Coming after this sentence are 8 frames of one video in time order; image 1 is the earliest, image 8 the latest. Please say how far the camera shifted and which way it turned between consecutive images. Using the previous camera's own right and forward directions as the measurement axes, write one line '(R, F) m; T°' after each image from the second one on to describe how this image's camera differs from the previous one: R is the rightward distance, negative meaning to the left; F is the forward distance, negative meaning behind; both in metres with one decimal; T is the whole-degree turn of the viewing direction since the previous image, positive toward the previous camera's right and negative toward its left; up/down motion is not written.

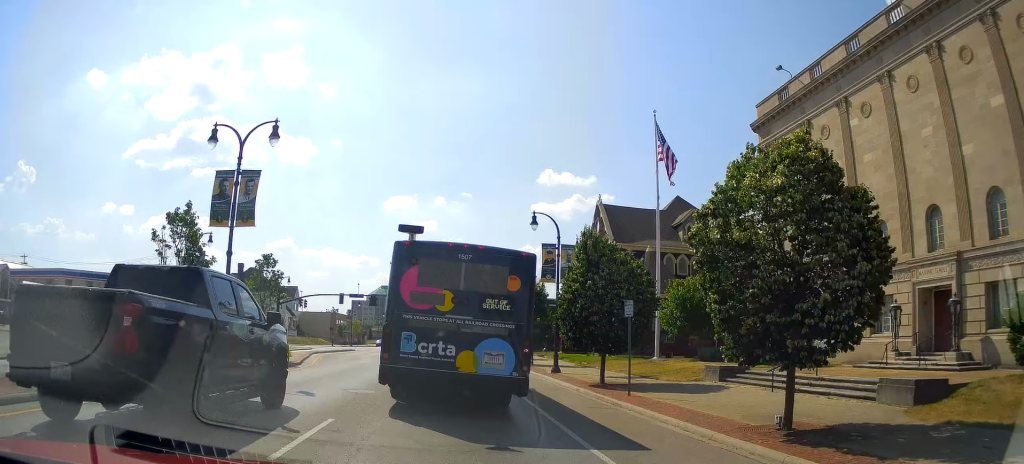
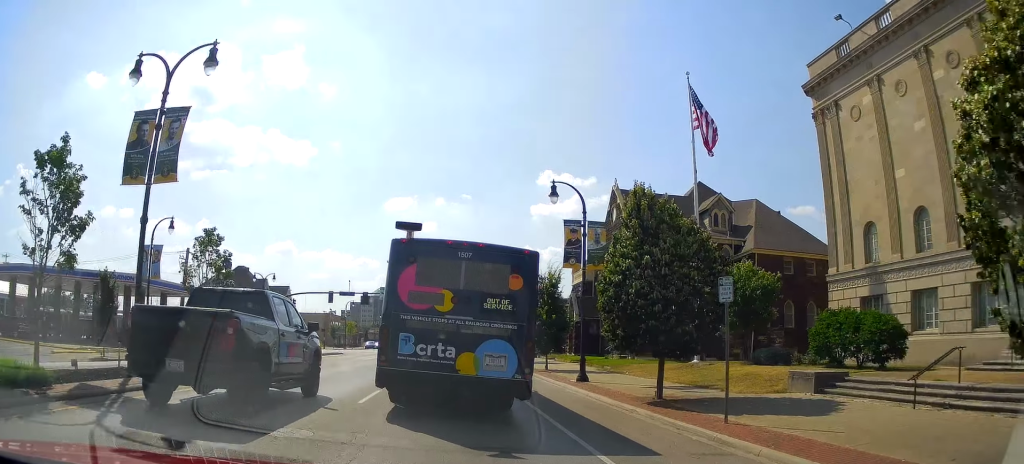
(+0.3, +6.6) m; +2°
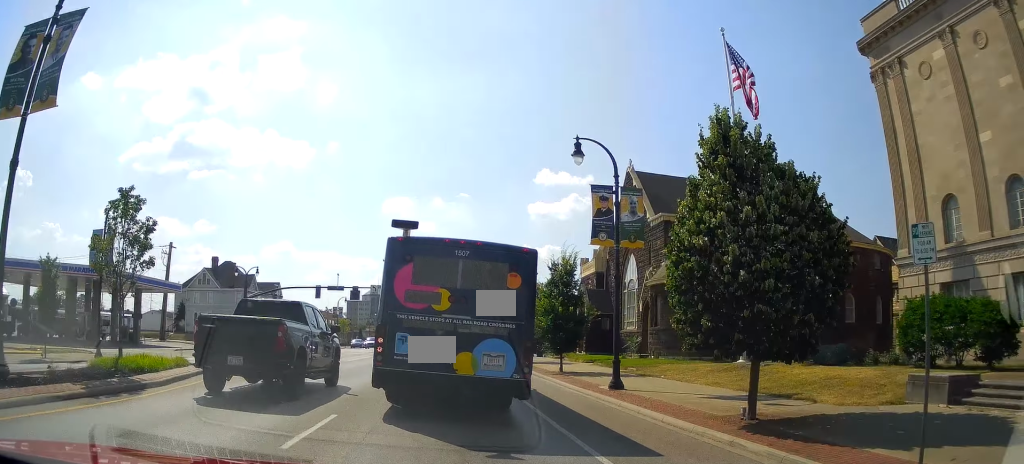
(0.0, +5.7) m; -1°
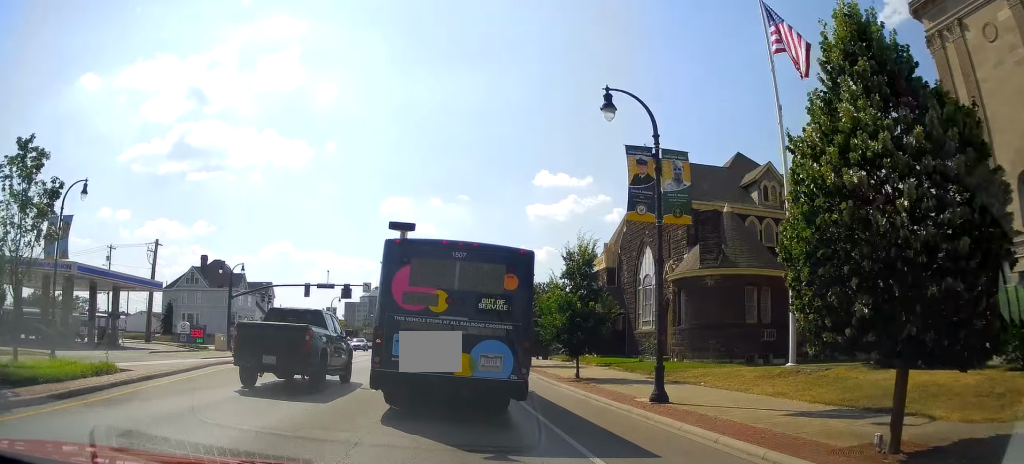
(0.0, +4.5) m; -1°
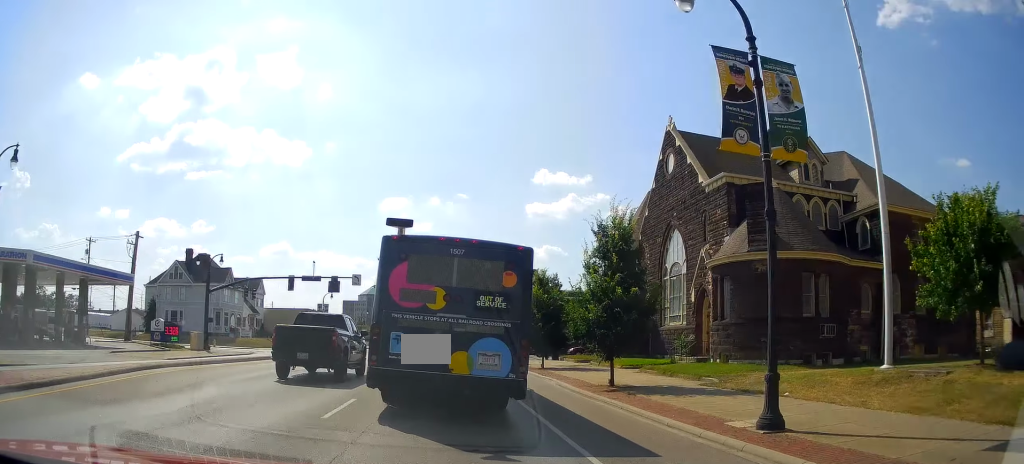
(-0.2, +6.0) m; +1°
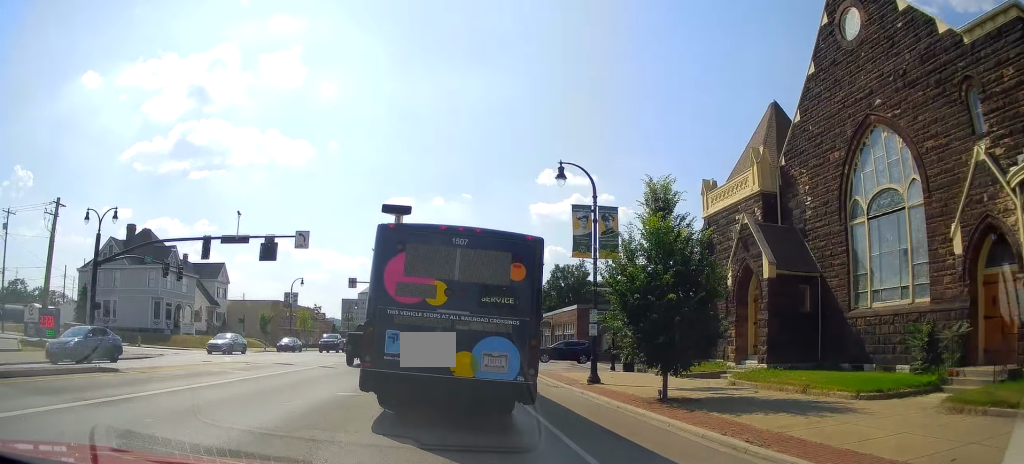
(+0.1, +19.8) m; -1°
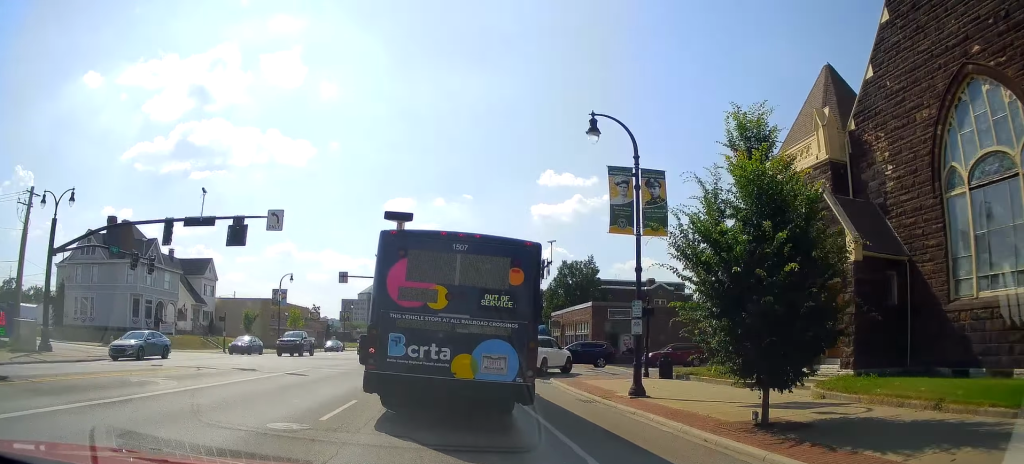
(0.0, +4.8) m; +1°
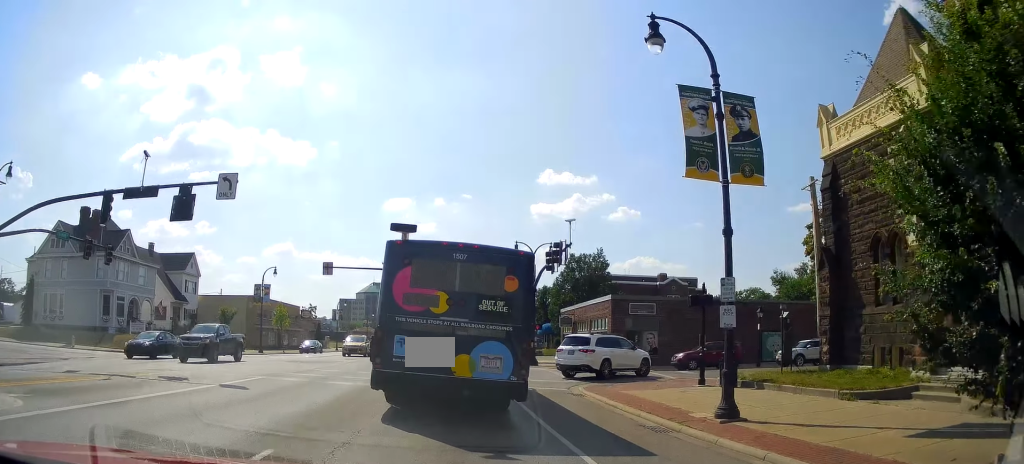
(+0.1, +5.3) m; +1°
